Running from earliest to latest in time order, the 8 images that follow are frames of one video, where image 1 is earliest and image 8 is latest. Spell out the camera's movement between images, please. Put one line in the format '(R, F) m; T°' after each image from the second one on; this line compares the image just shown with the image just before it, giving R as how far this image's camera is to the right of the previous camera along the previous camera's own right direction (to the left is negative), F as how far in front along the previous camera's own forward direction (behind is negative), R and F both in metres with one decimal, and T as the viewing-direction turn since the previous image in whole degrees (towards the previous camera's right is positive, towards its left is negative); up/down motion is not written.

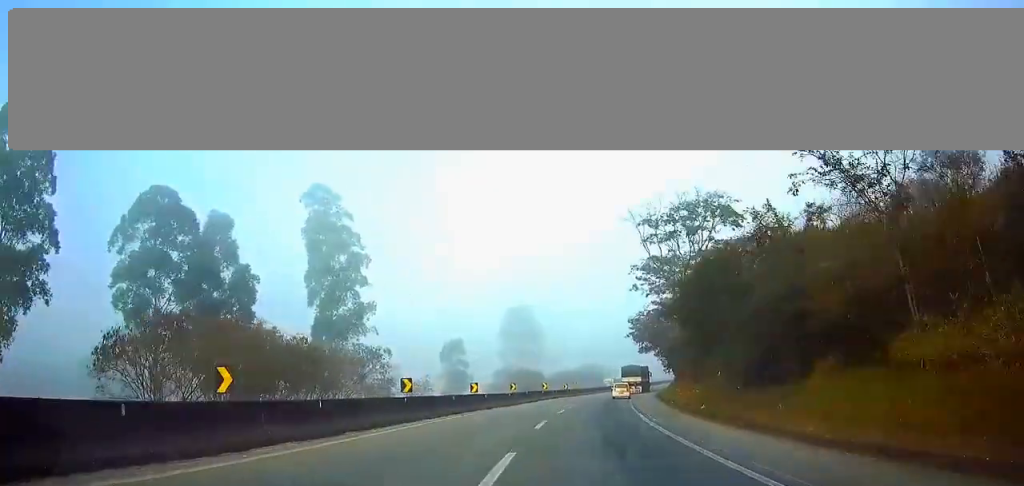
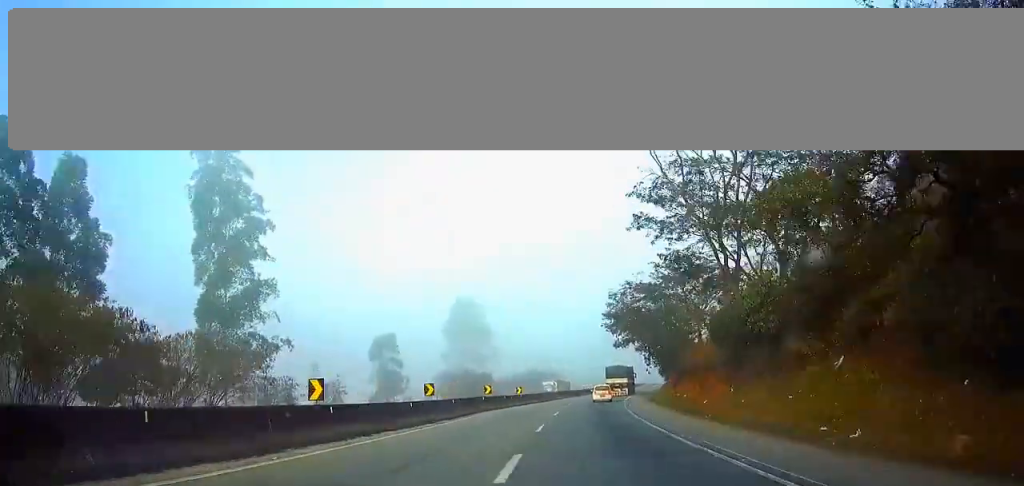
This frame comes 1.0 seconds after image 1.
(0.0, +22.8) m; 0°
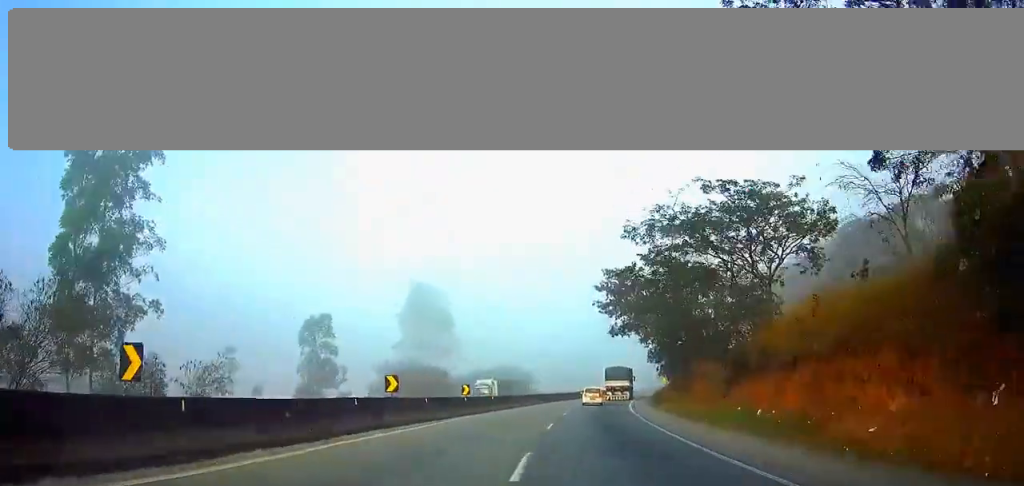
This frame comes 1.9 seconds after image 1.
(0.0, +22.7) m; 0°
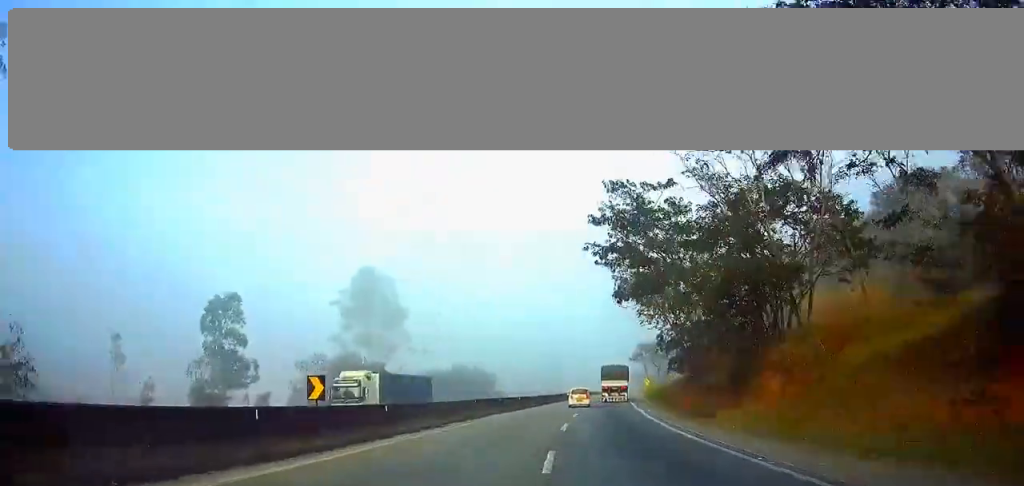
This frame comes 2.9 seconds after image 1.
(0.0, +22.1) m; 0°
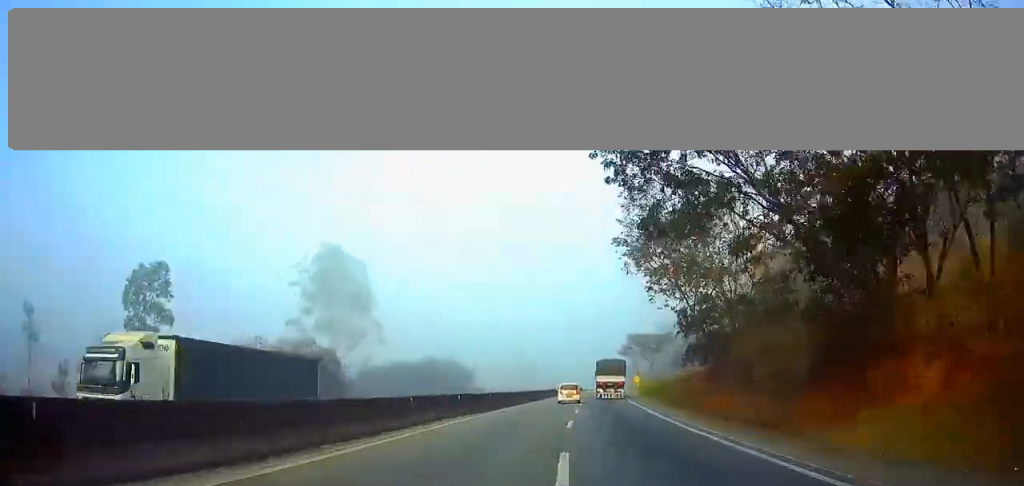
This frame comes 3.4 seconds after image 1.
(-0.1, +13.4) m; +3°
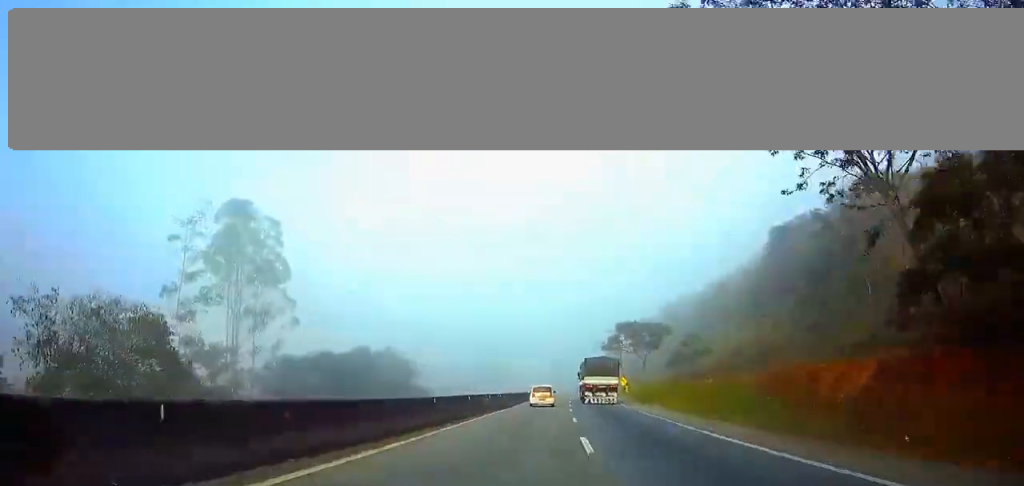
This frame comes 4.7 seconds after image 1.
(+1.9, +29.7) m; +7°
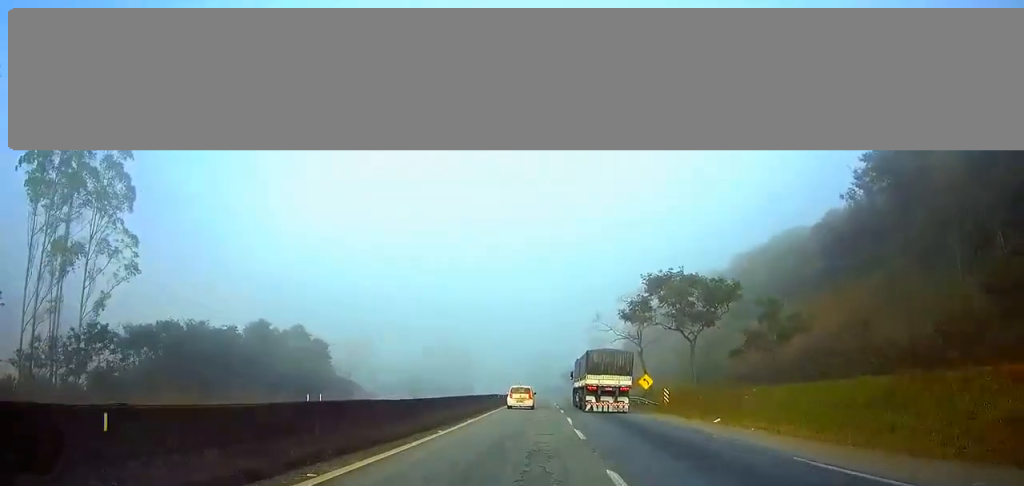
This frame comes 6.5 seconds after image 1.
(+1.2, +41.2) m; +2°
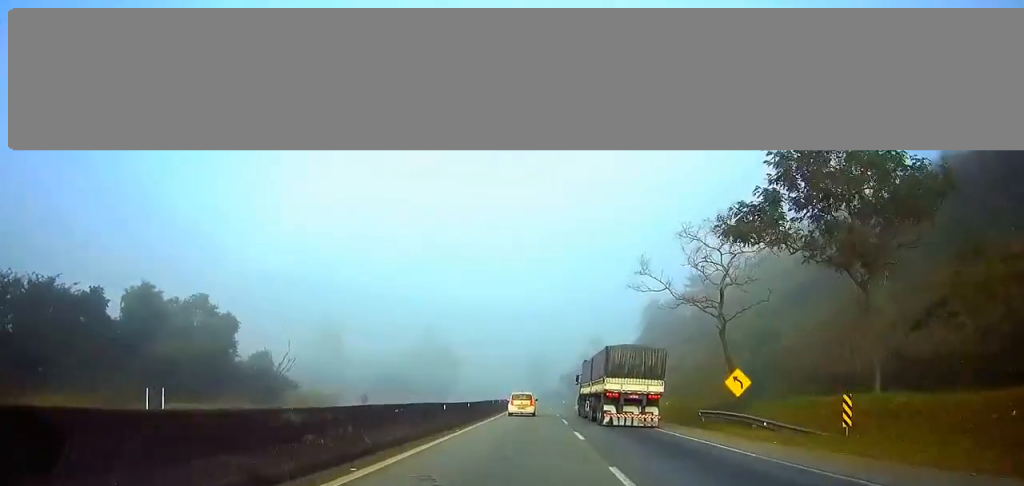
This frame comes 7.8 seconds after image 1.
(-0.1, +29.3) m; -2°
